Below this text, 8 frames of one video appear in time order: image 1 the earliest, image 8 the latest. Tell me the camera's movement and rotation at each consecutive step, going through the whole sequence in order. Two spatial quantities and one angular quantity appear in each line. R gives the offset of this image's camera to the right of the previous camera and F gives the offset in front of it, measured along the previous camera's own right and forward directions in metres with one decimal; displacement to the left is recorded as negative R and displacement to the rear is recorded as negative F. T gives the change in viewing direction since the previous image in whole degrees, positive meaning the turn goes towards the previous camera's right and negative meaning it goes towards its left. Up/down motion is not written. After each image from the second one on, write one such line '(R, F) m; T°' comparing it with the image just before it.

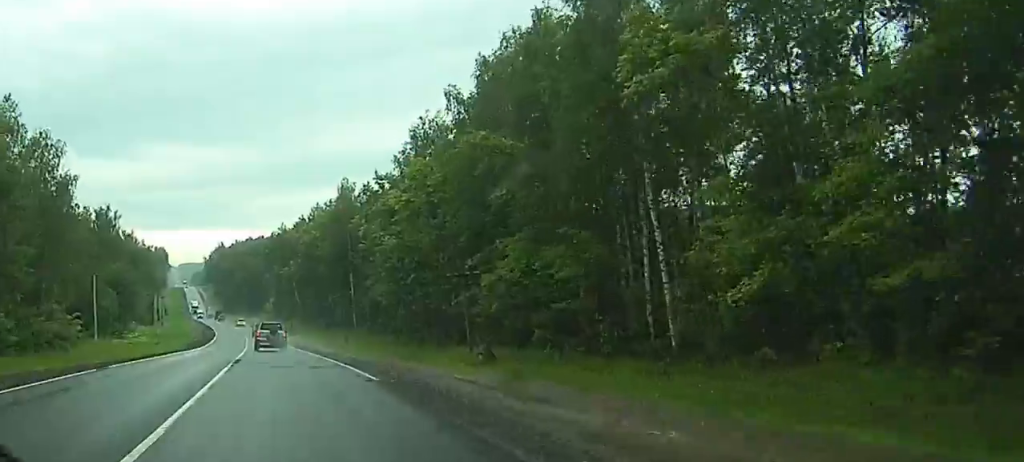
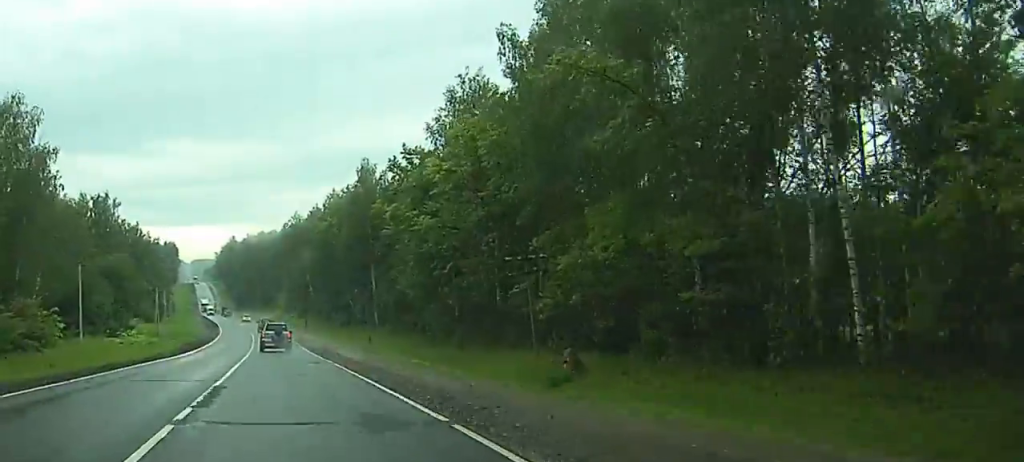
(-0.1, +14.1) m; -1°
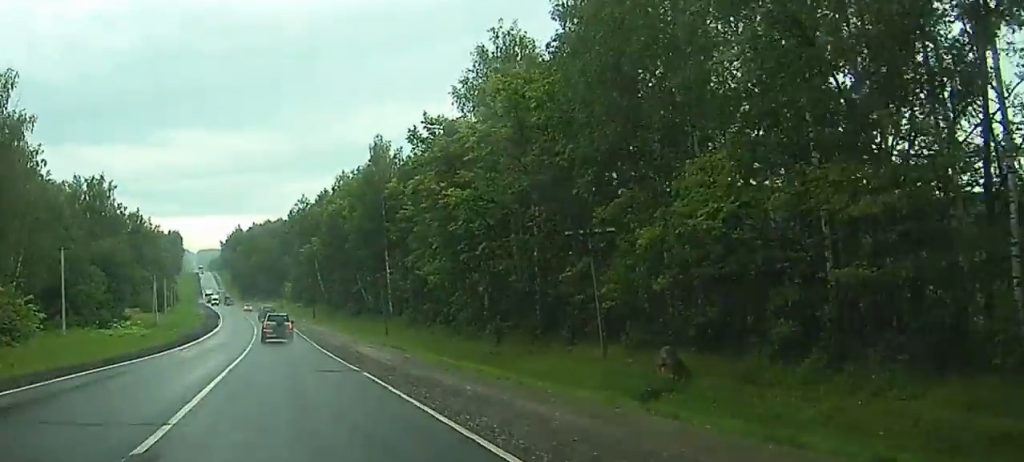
(-0.1, +10.0) m; -1°
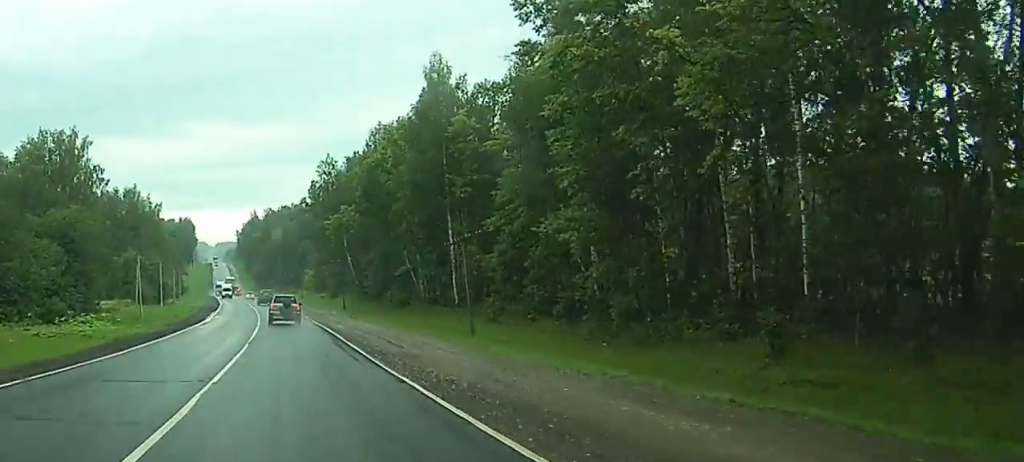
(-0.7, +33.1) m; -2°
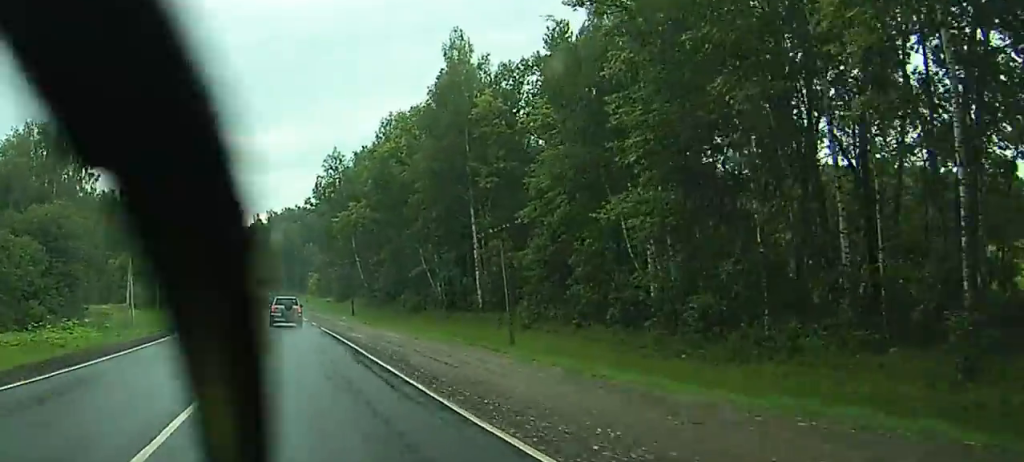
(0.0, +8.7) m; 0°
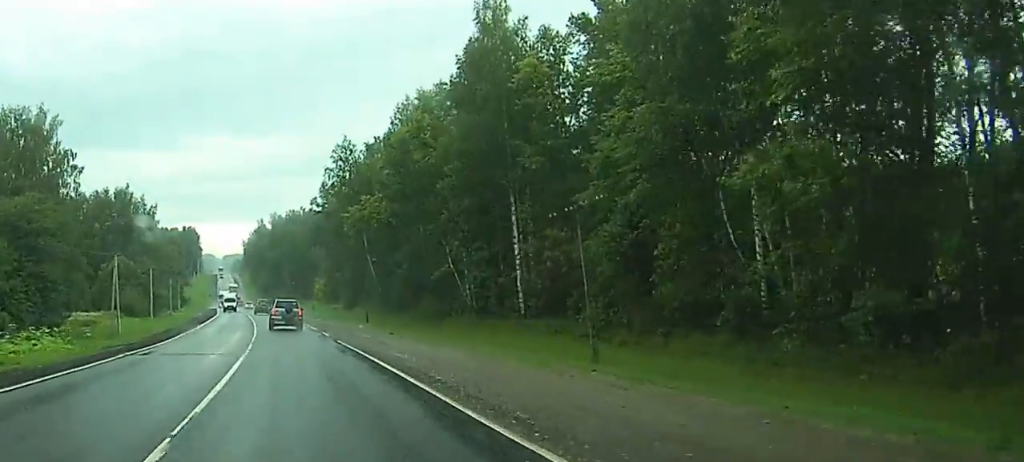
(0.0, +11.7) m; 0°
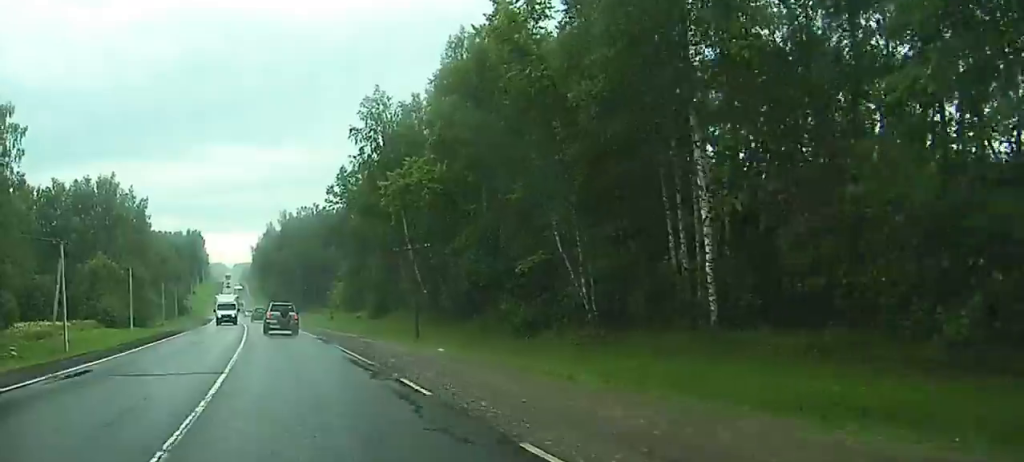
(-0.2, +27.3) m; -1°
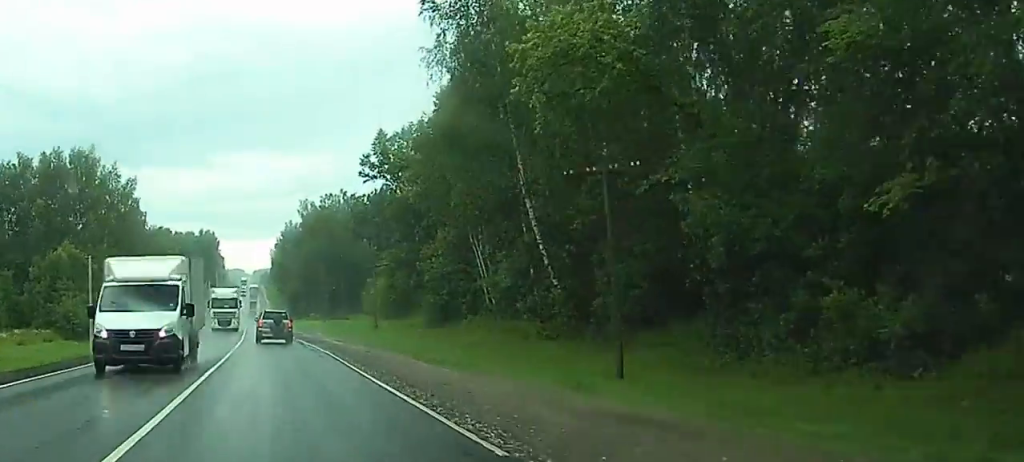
(-0.5, +34.0) m; -2°
